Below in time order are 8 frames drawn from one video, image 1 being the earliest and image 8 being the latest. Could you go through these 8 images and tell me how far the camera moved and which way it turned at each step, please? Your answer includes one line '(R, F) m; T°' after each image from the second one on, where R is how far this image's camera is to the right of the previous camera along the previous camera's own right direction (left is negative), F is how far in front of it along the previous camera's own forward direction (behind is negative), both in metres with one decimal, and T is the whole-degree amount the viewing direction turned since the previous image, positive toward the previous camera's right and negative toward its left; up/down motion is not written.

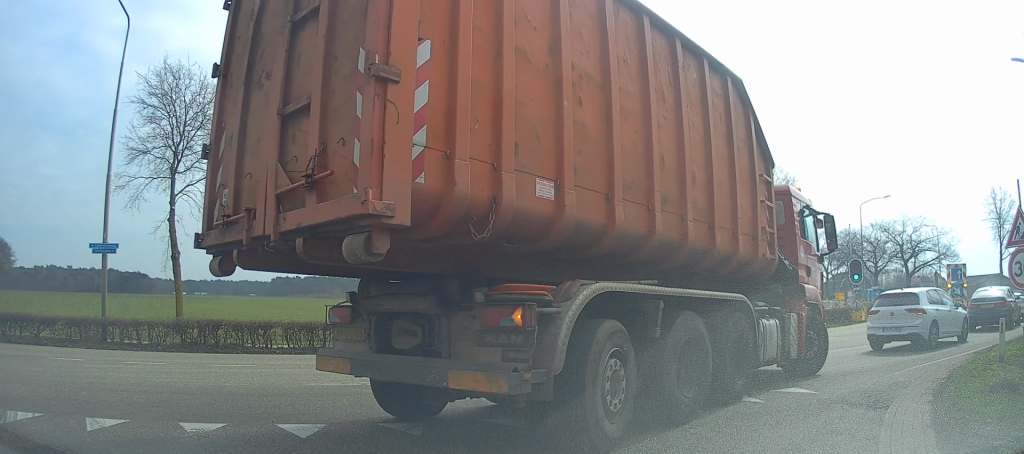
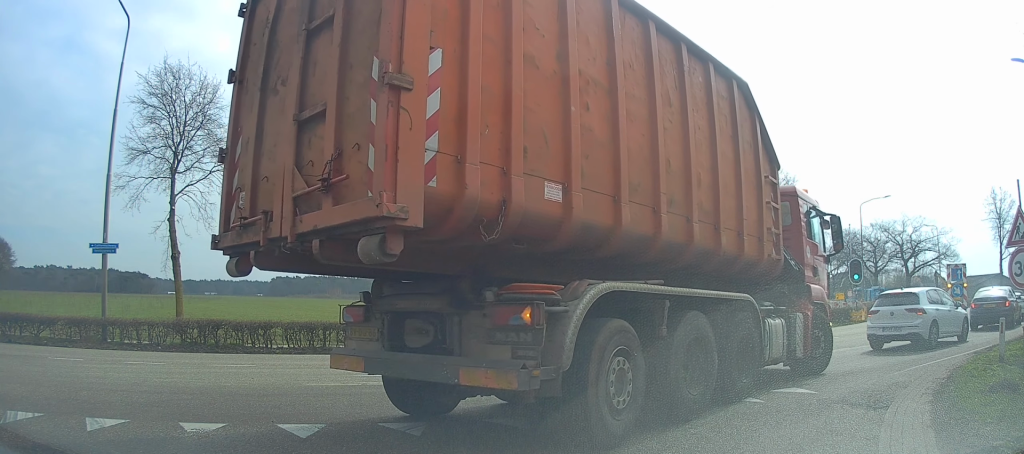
(0.0, 0.0) m; 0°
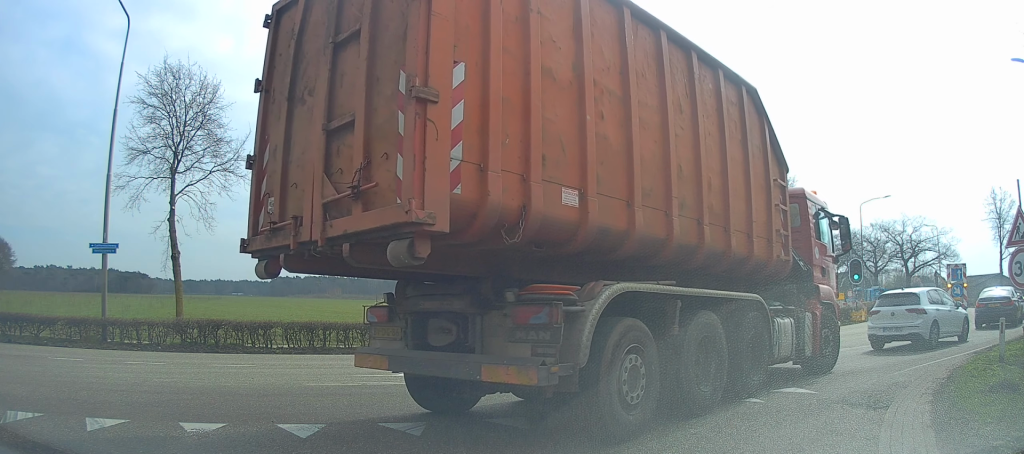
(0.0, 0.0) m; 0°
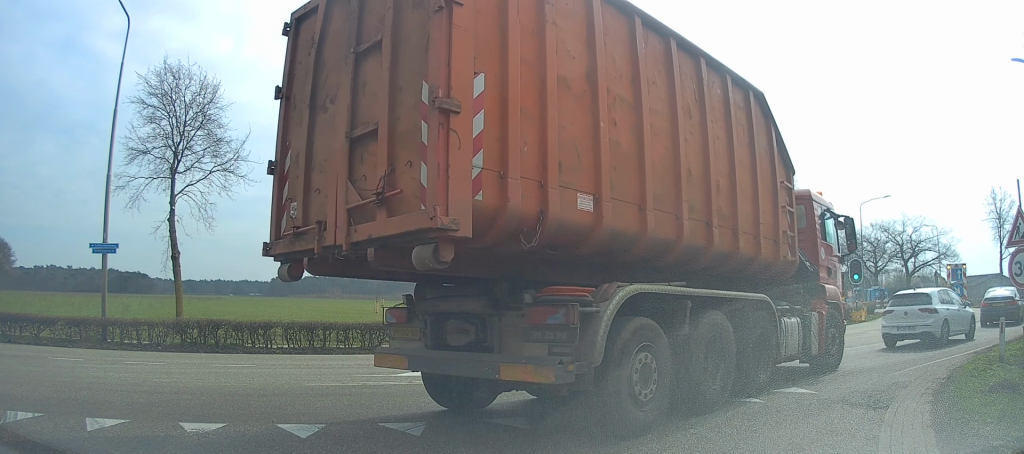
(0.0, 0.0) m; 0°
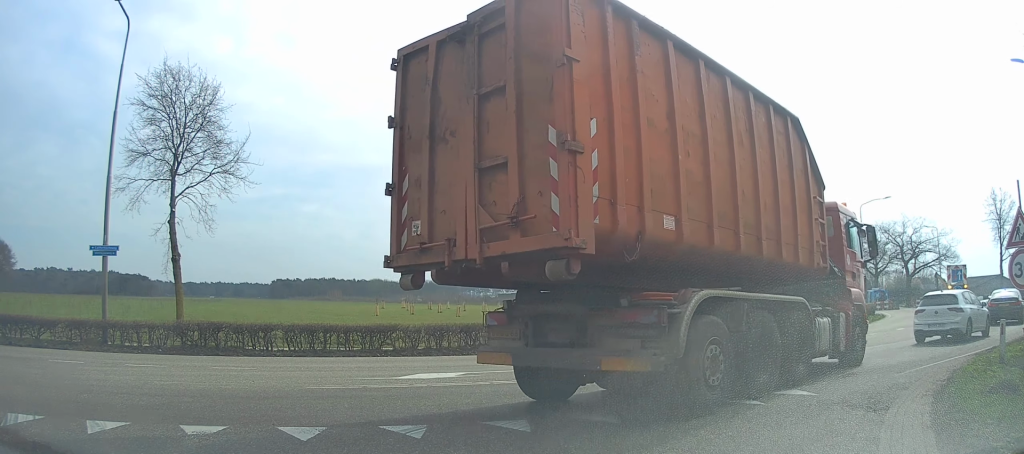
(0.0, 0.0) m; 0°
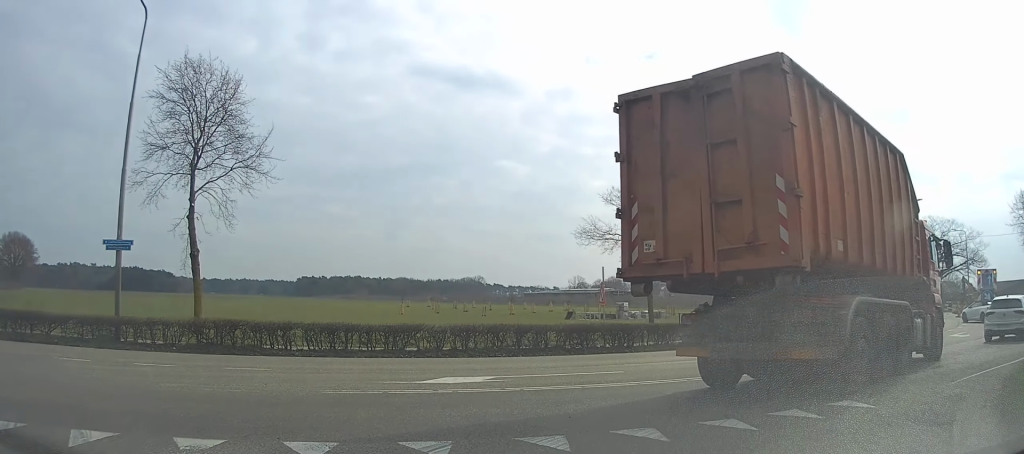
(-0.2, +0.2) m; 0°
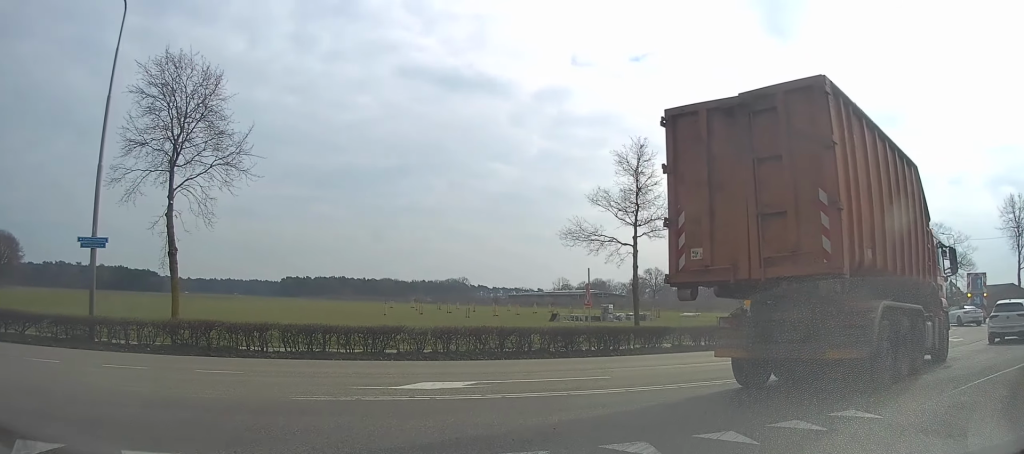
(-0.1, +0.3) m; 0°
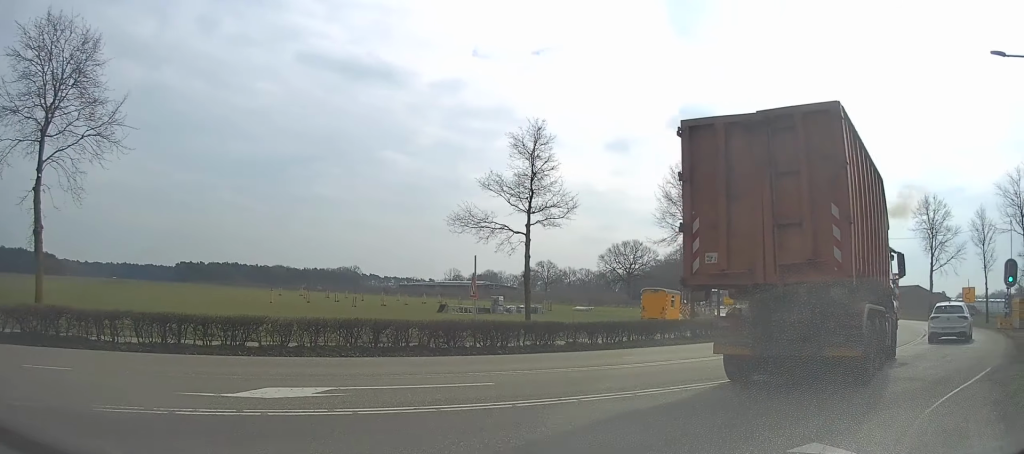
(-0.1, +1.1) m; 0°
